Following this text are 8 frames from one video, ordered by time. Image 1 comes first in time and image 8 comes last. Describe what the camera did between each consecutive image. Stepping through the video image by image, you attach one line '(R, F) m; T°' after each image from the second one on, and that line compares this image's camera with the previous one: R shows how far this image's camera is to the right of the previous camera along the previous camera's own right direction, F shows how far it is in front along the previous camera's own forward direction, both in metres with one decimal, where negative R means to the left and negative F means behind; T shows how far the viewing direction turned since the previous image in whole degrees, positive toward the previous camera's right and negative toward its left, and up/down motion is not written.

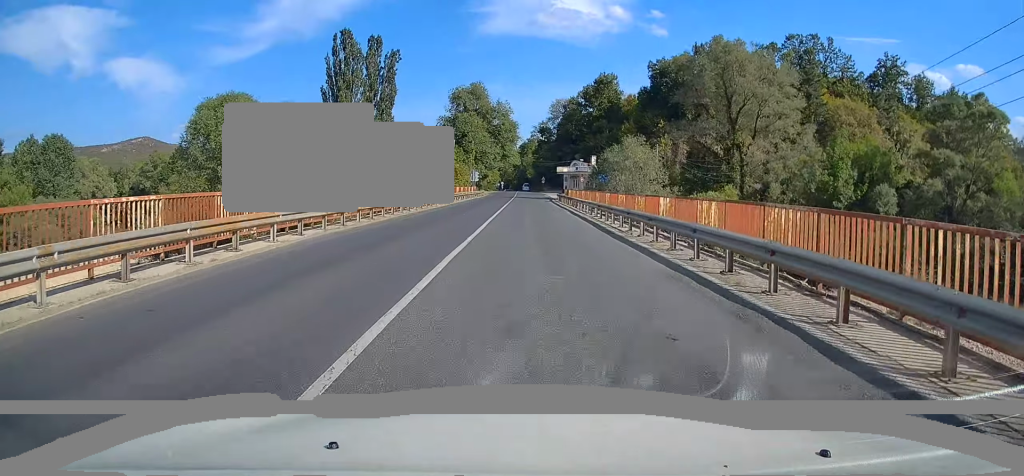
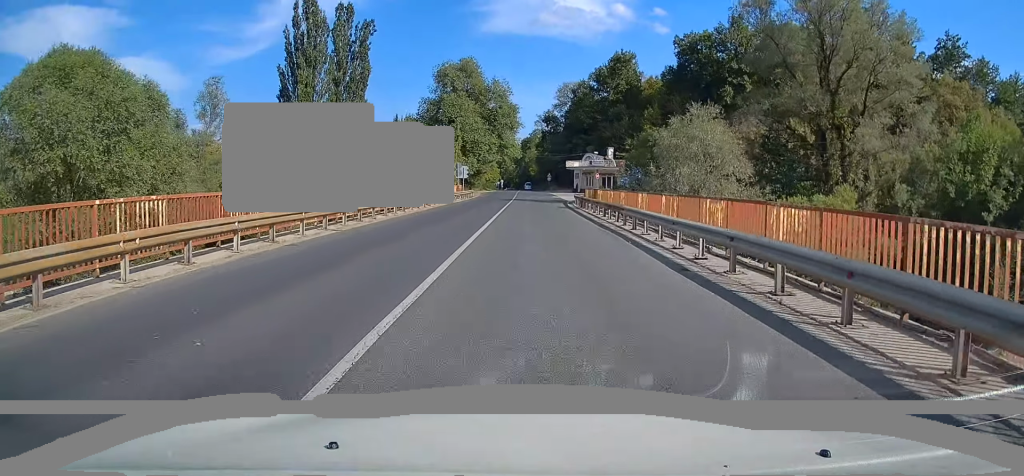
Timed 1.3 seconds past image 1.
(-0.1, +21.1) m; -1°
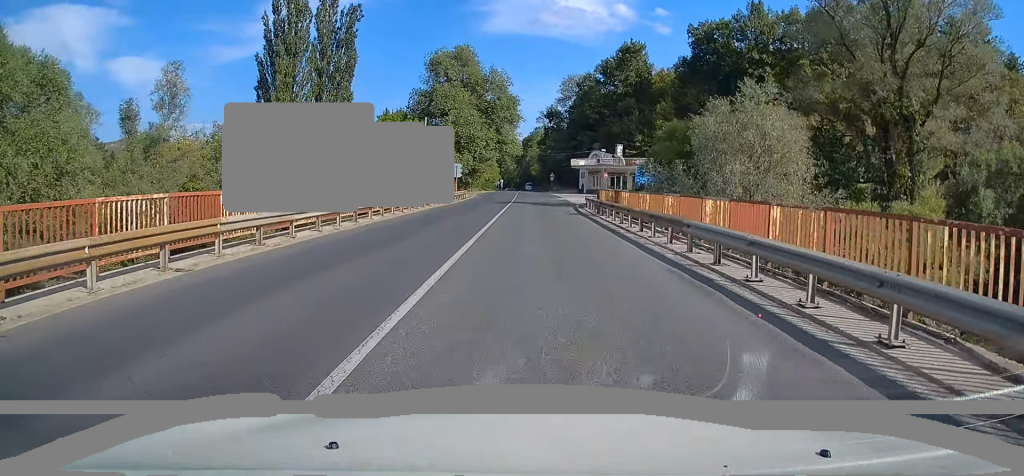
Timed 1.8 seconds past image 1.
(0.0, +8.6) m; 0°
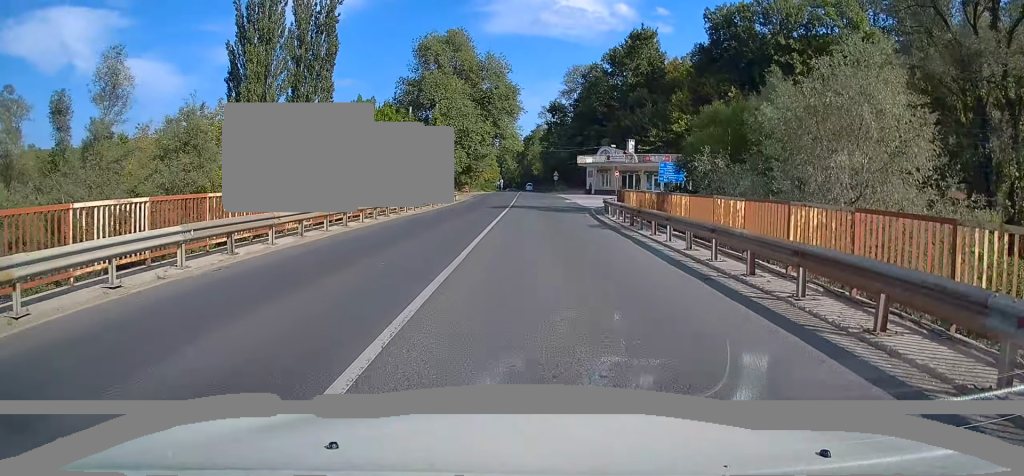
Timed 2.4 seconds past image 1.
(-0.1, +9.2) m; 0°
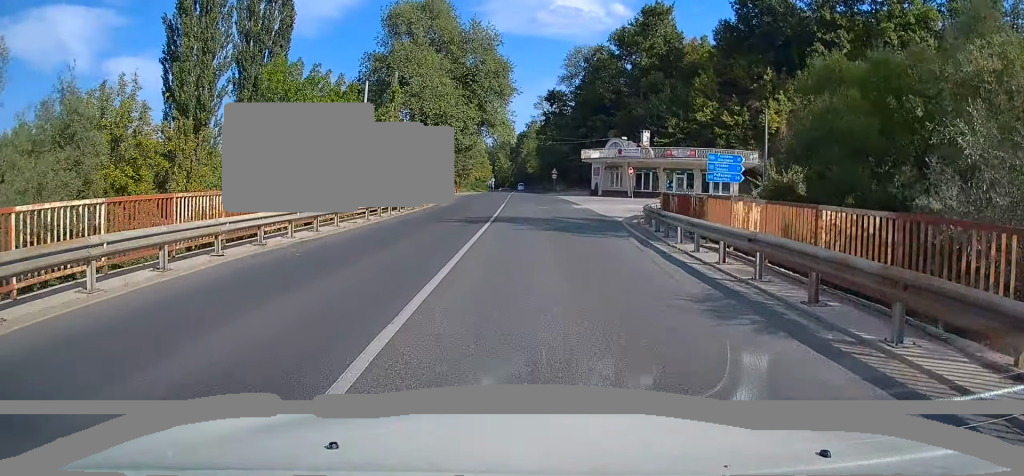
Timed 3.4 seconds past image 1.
(+0.2, +13.9) m; +1°
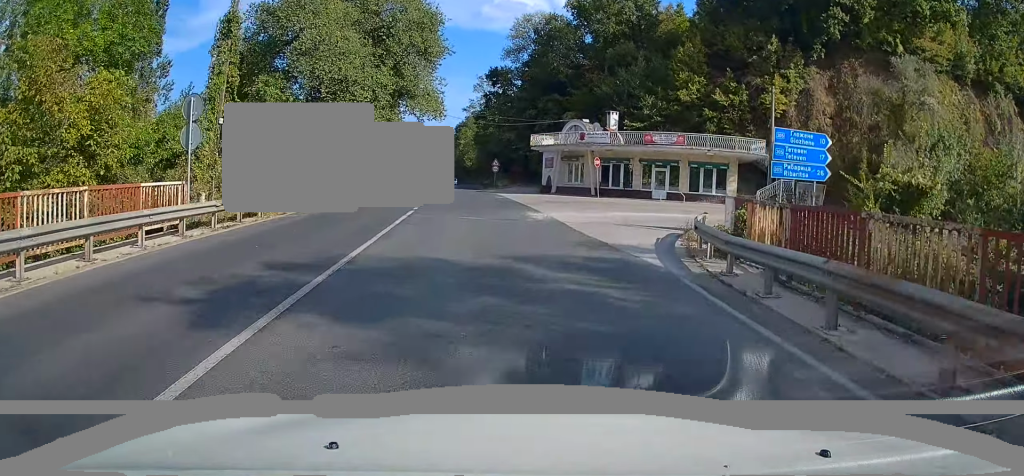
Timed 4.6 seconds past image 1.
(+0.1, +15.4) m; +4°
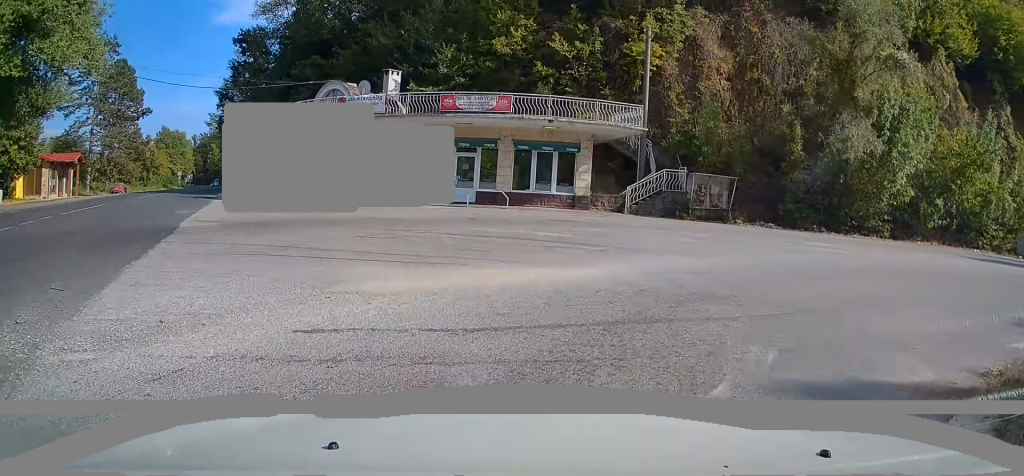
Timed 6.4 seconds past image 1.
(+2.3, +18.8) m; +20°
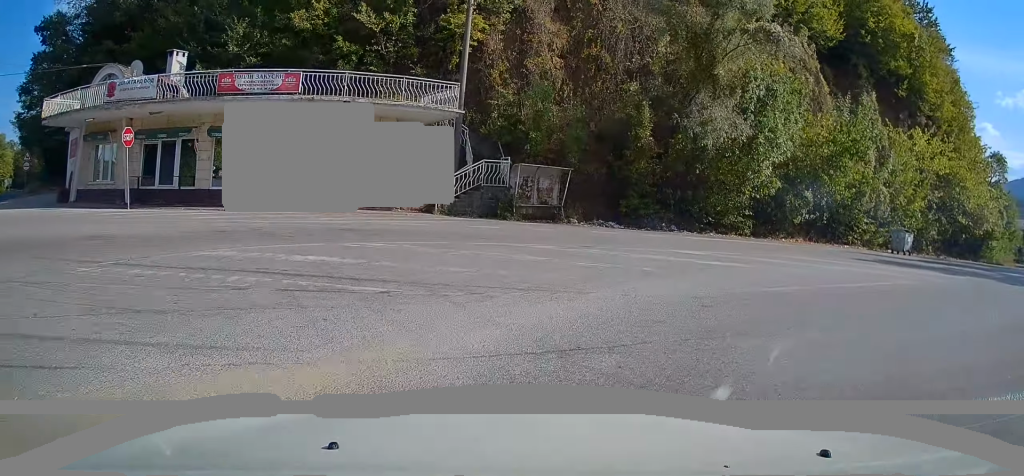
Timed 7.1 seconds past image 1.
(+0.6, +5.2) m; +16°
